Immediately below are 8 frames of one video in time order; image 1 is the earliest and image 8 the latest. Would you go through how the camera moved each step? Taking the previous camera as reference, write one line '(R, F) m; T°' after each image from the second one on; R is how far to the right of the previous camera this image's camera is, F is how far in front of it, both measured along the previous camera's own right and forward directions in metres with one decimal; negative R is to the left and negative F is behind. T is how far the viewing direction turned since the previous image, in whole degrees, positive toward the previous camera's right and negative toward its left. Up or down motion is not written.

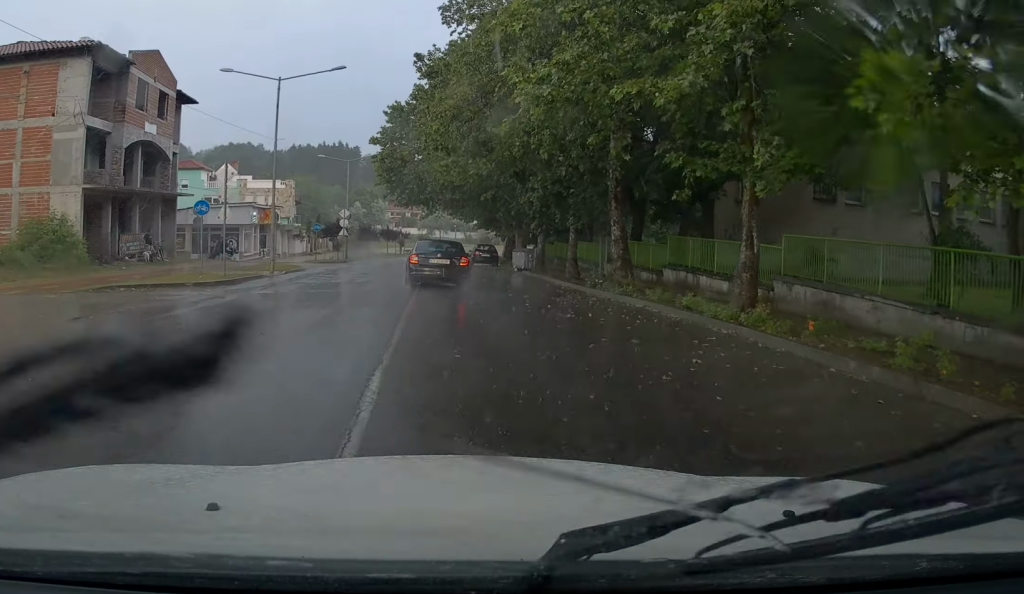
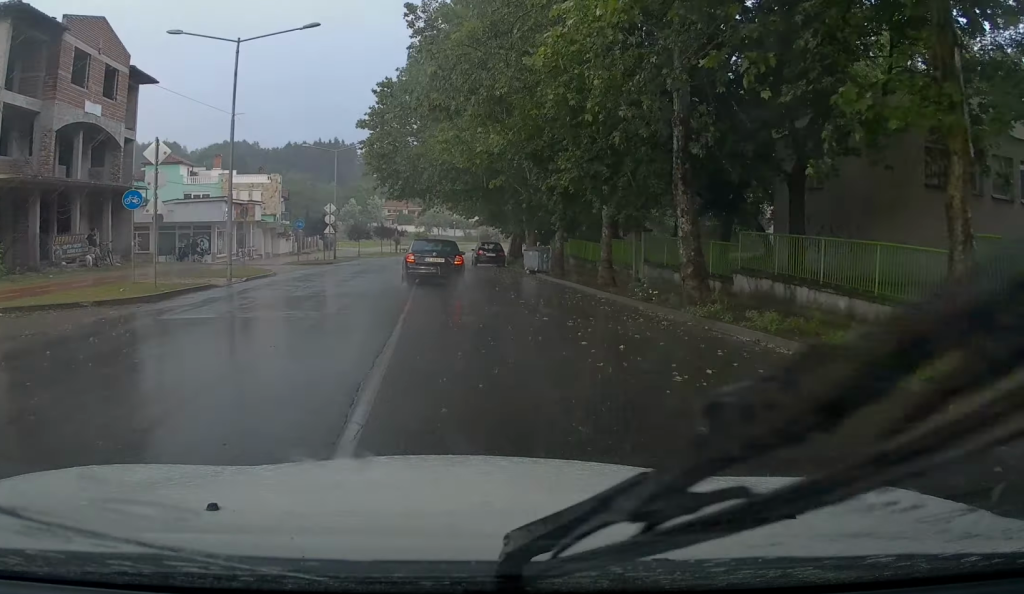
(0.0, +5.9) m; +3°
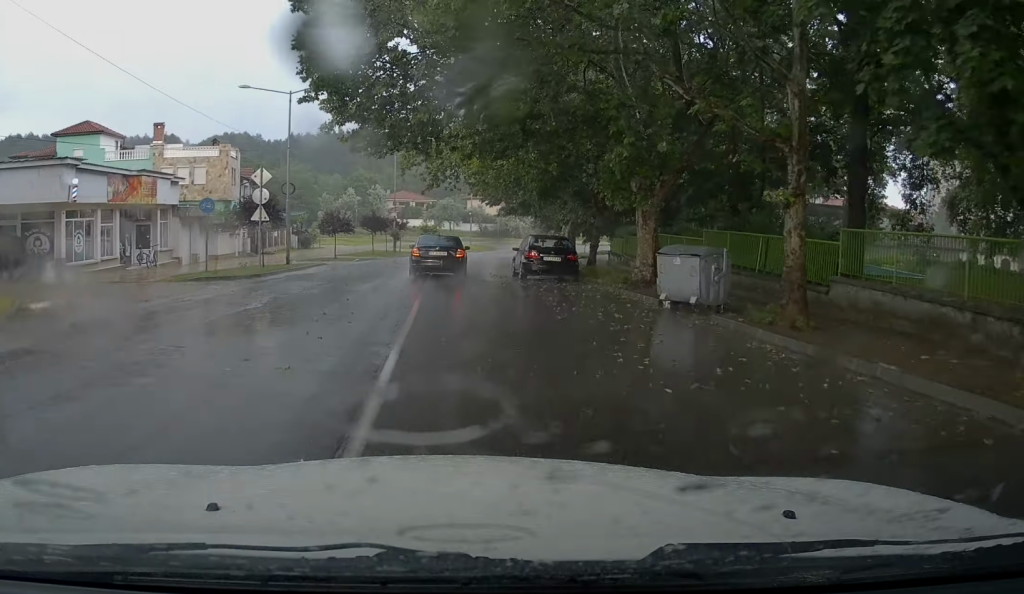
(-0.6, +19.3) m; -5°
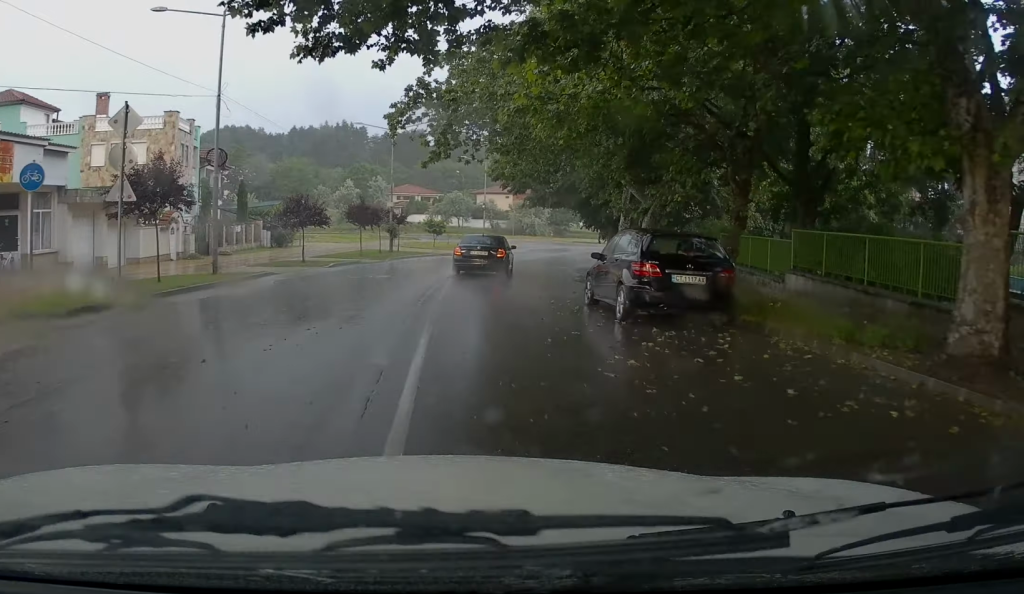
(+0.2, +12.1) m; 0°
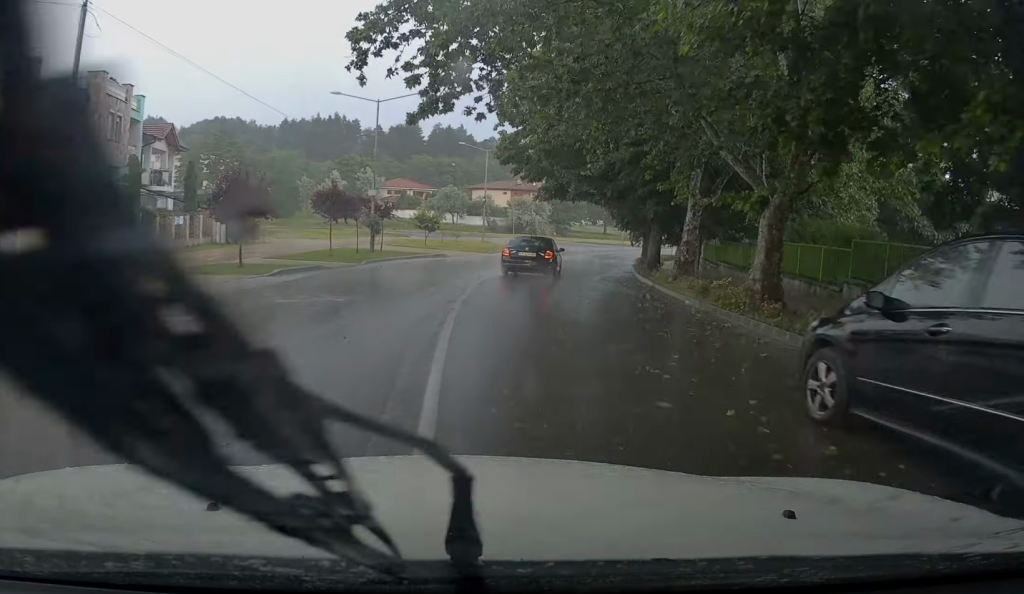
(-0.2, +8.8) m; 0°
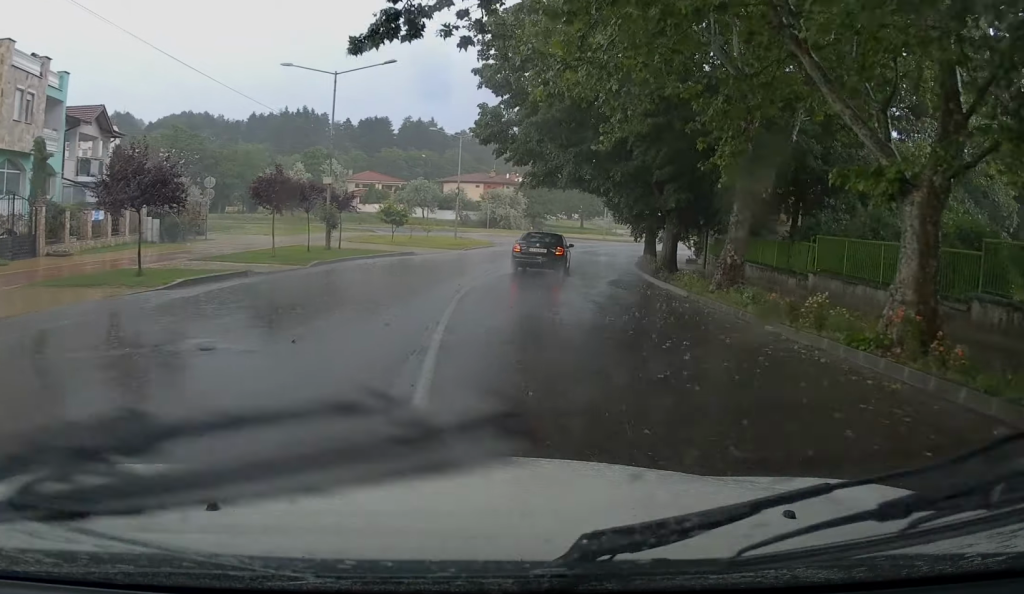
(0.0, +5.5) m; +1°
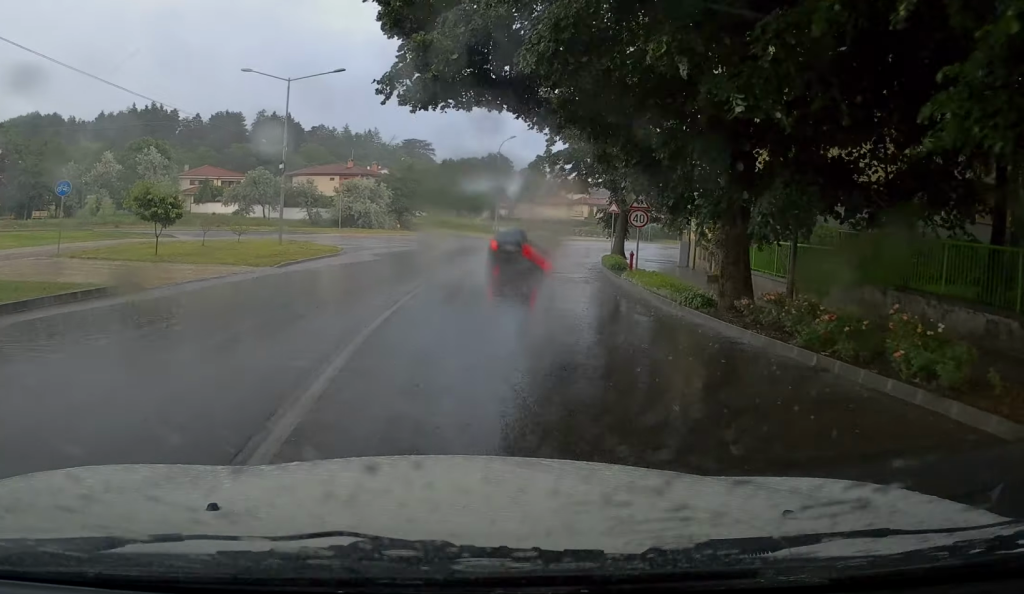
(+1.4, +20.7) m; +10°
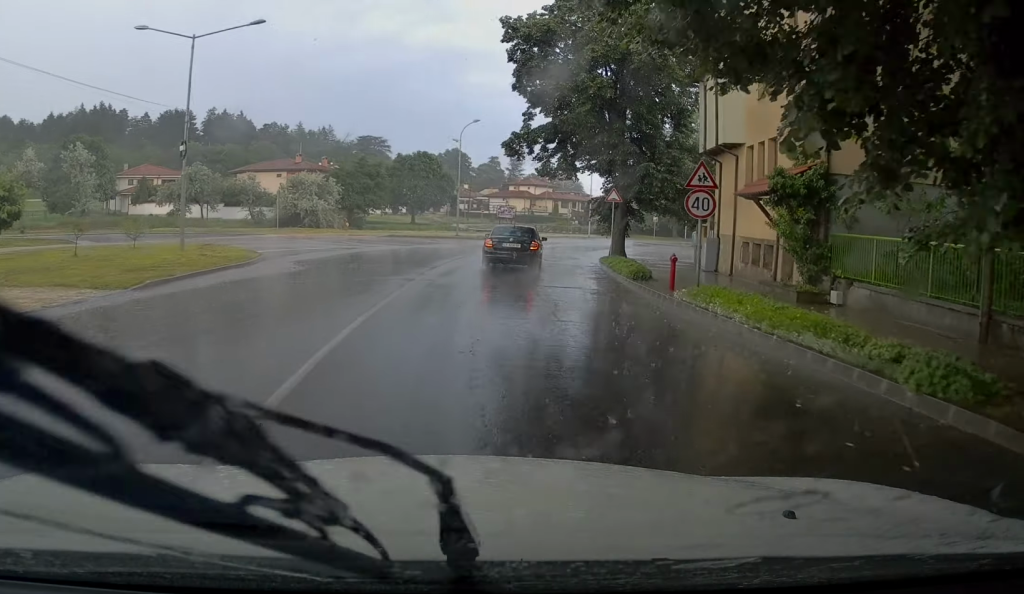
(+0.6, +8.2) m; +5°
